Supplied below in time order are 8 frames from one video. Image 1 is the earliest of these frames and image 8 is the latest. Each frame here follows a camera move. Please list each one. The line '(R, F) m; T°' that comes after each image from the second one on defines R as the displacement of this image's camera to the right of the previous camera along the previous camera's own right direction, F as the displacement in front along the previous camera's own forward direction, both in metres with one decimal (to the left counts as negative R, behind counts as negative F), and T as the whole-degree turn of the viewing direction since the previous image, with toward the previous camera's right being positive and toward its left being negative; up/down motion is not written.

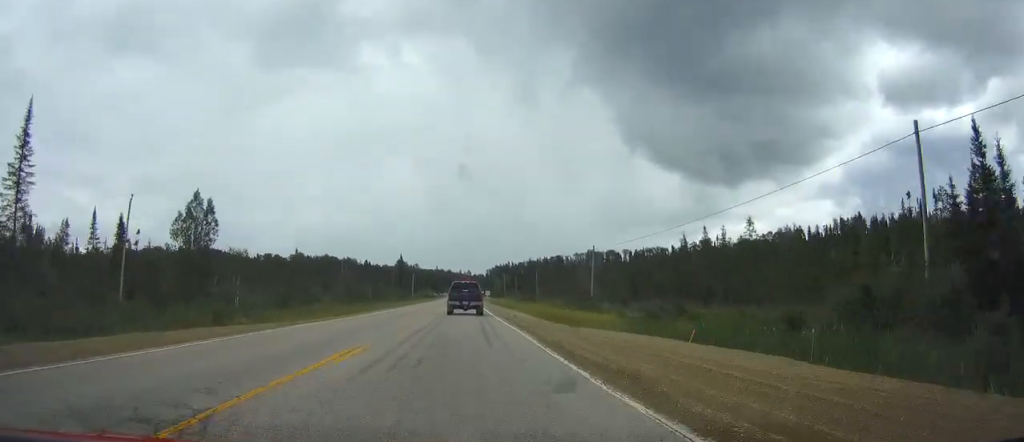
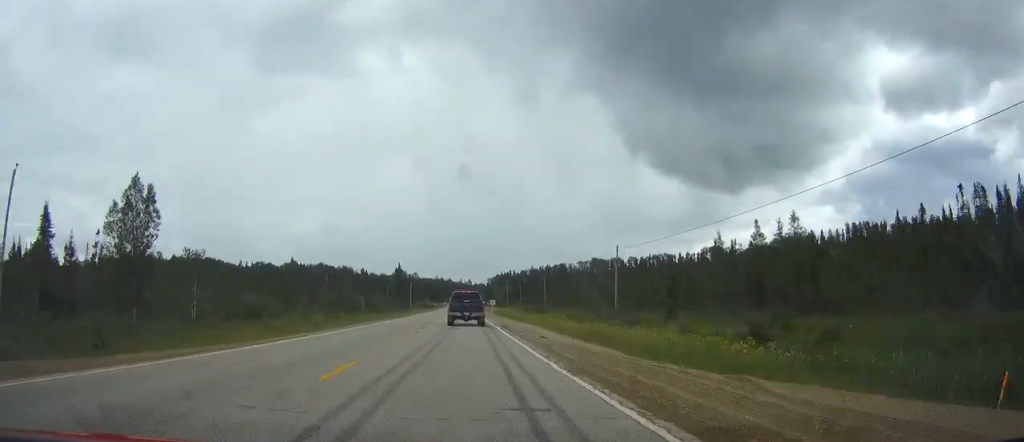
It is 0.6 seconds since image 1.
(-0.1, +15.3) m; 0°
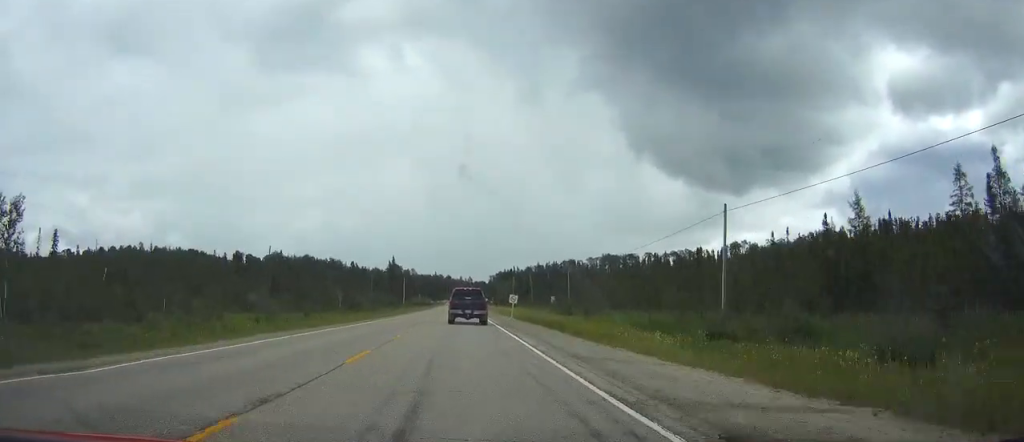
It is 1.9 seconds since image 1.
(+0.1, +35.7) m; 0°
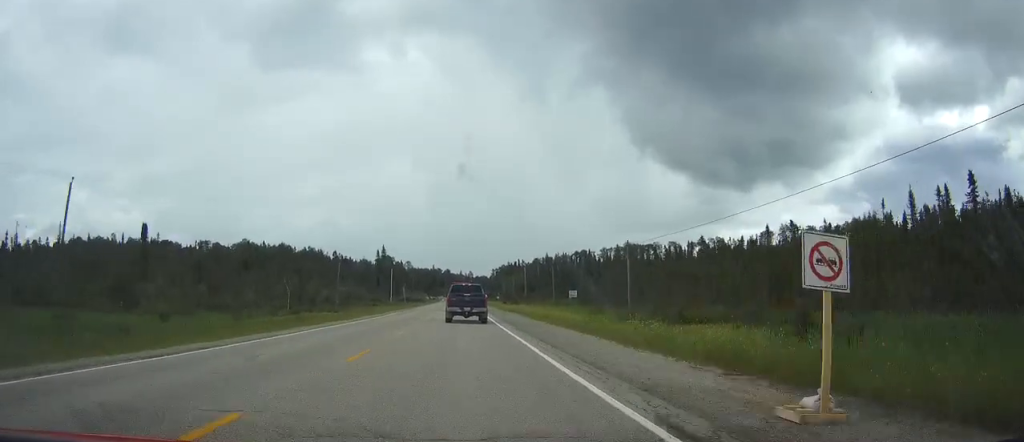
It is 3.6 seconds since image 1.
(+0.1, +44.9) m; 0°
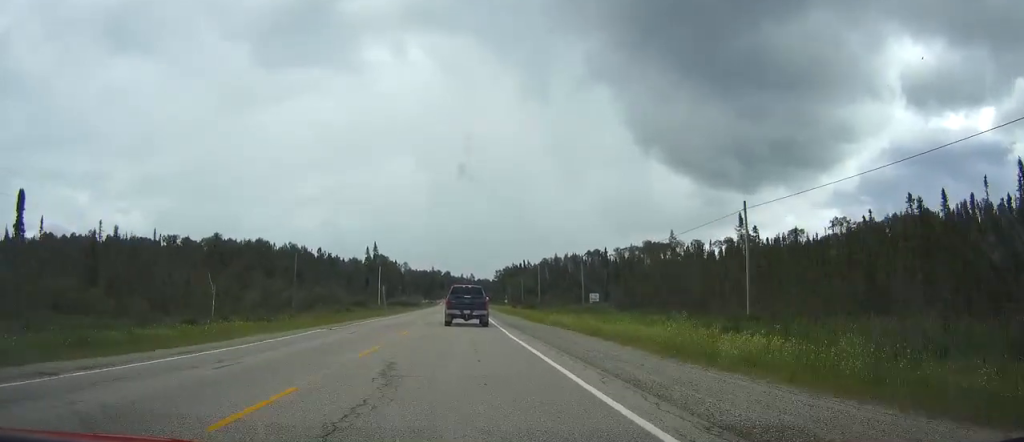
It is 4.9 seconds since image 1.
(0.0, +33.7) m; 0°
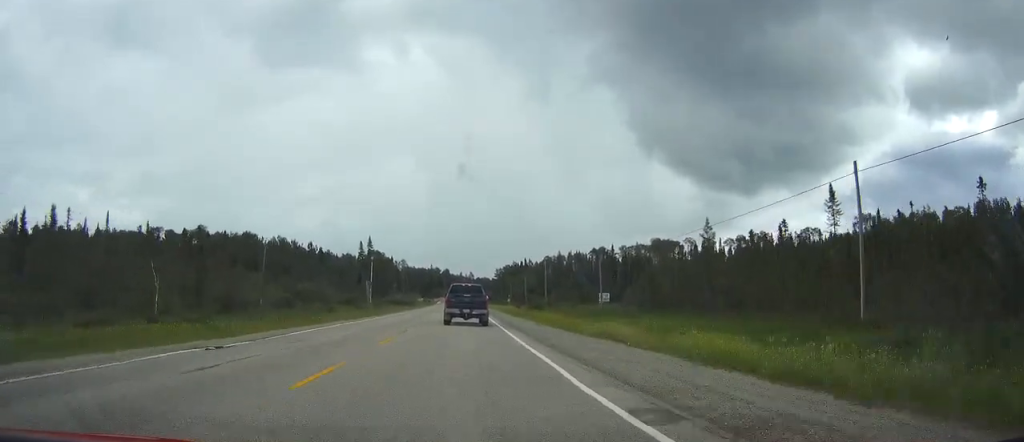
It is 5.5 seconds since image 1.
(+0.1, +14.6) m; 0°
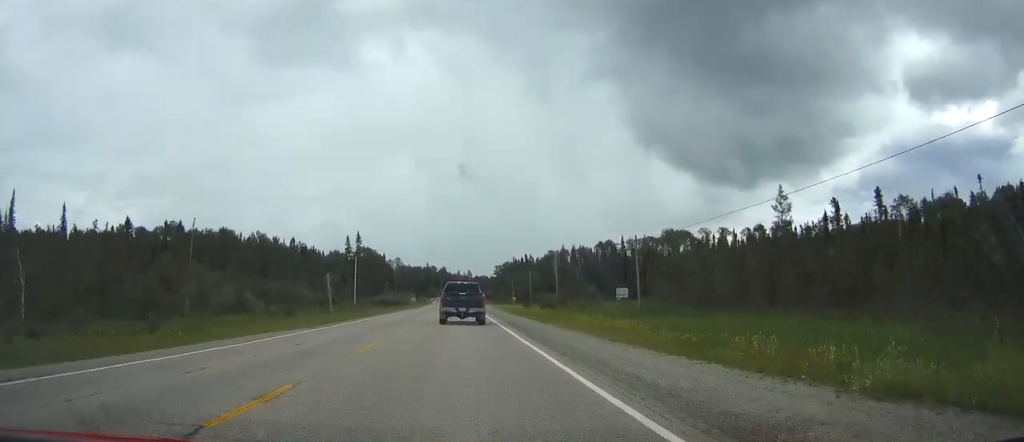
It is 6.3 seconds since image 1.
(0.0, +21.2) m; 0°
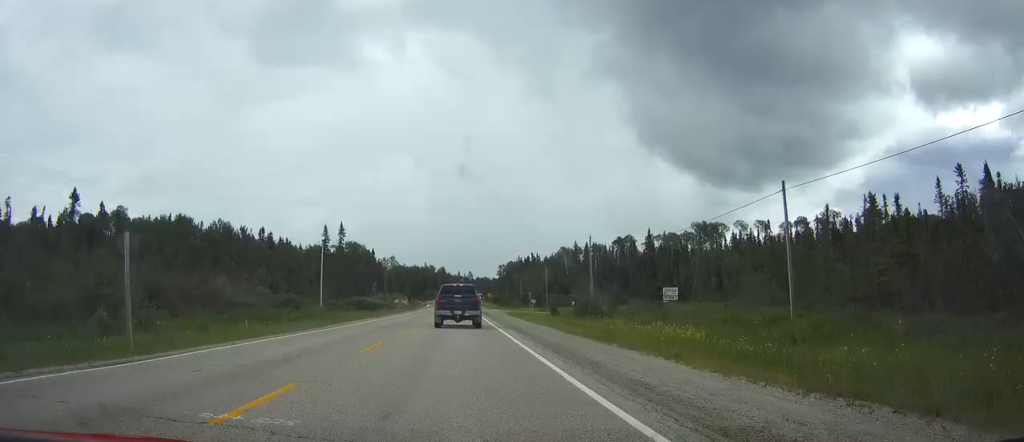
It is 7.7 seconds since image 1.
(+0.1, +35.3) m; 0°
